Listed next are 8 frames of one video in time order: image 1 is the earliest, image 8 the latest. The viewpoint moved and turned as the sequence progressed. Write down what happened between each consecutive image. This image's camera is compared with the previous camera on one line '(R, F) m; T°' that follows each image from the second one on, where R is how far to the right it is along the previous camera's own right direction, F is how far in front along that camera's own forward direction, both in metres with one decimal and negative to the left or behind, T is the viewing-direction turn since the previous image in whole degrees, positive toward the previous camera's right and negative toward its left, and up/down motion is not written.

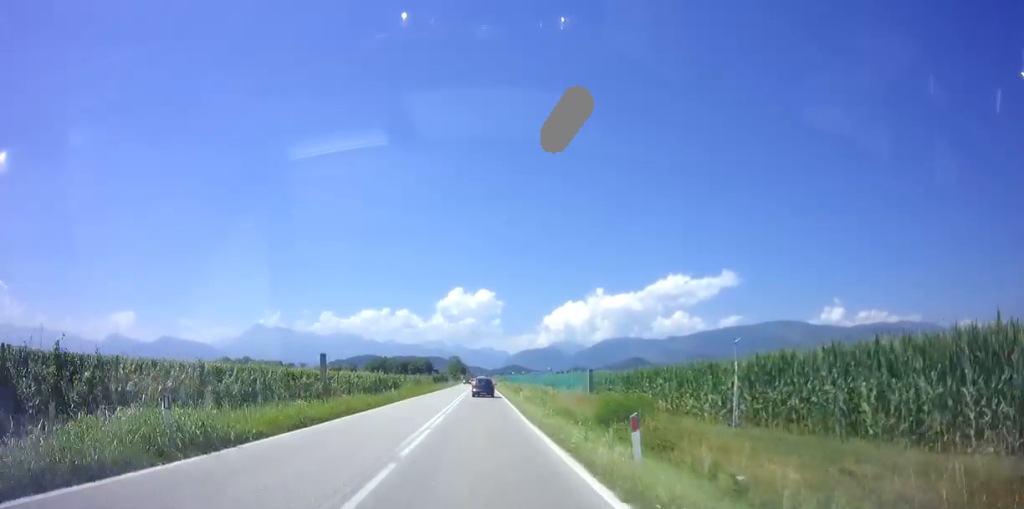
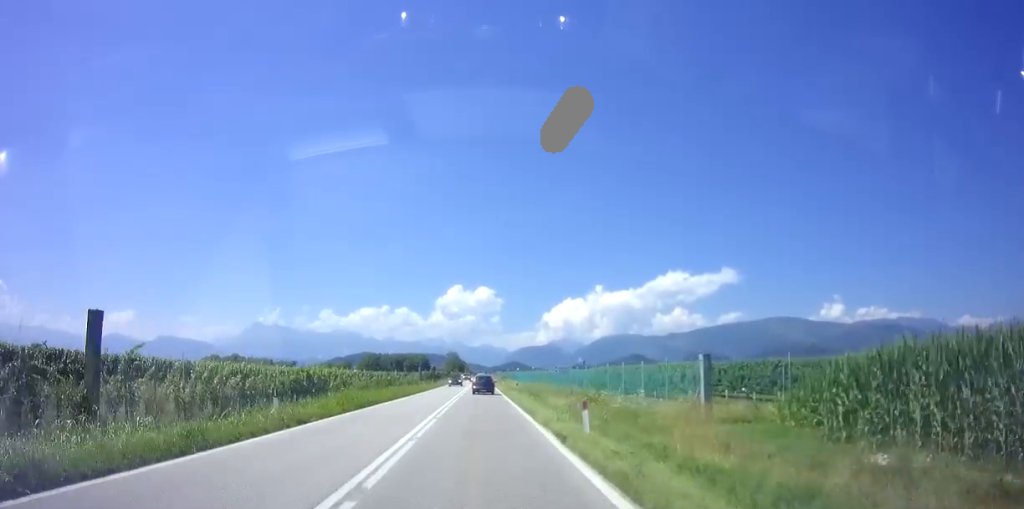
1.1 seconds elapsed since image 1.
(-0.1, +20.2) m; -1°
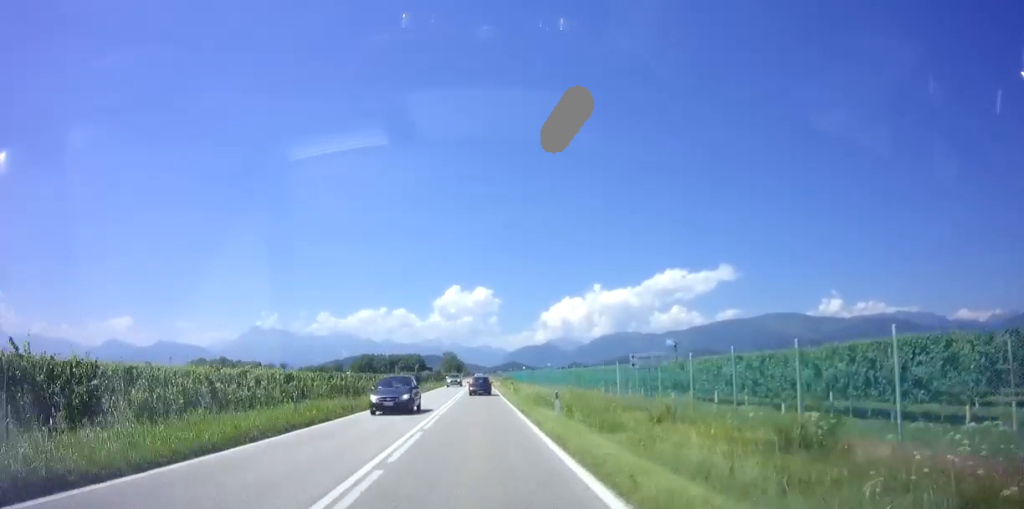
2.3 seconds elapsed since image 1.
(-0.1, +20.1) m; 0°
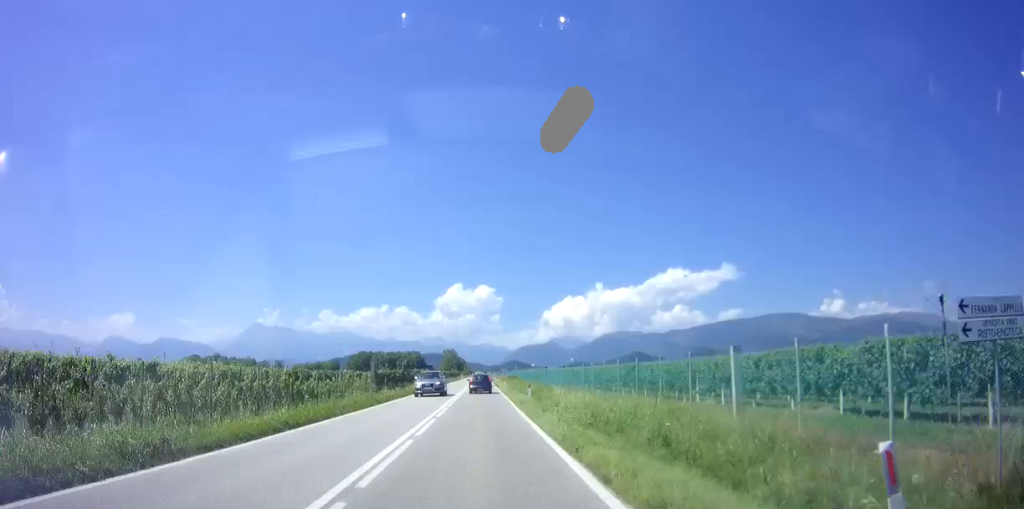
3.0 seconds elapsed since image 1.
(+0.1, +13.5) m; 0°
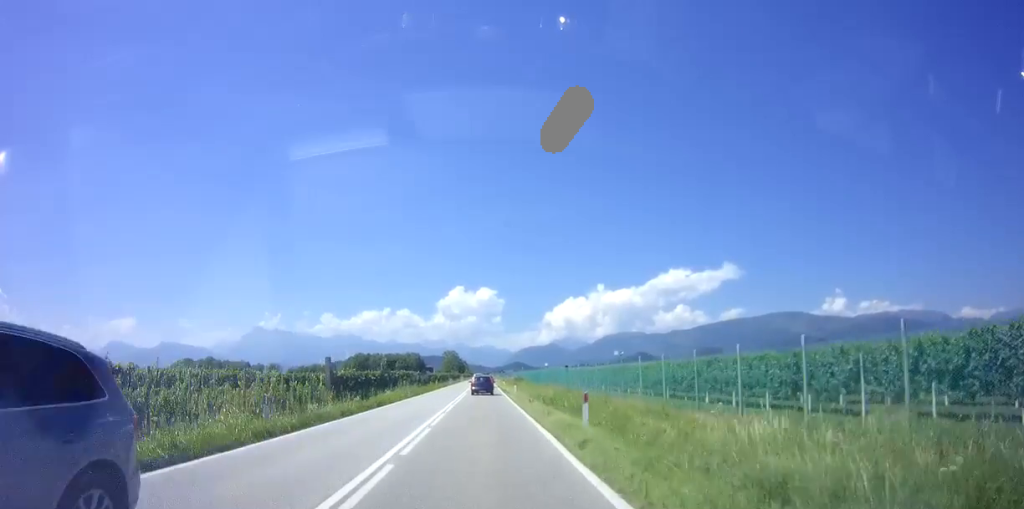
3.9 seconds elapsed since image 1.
(+0.2, +14.6) m; 0°
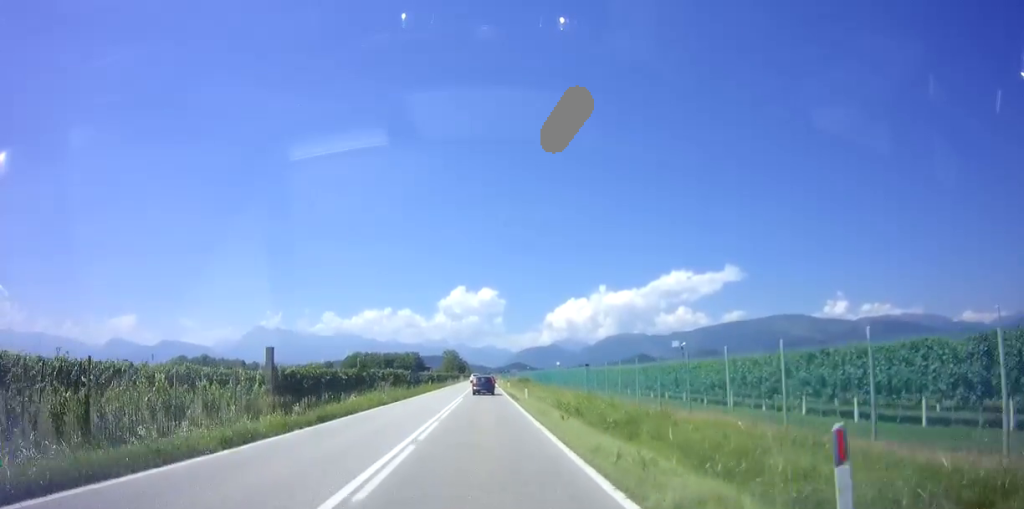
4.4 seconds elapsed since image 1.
(-0.1, +9.3) m; 0°
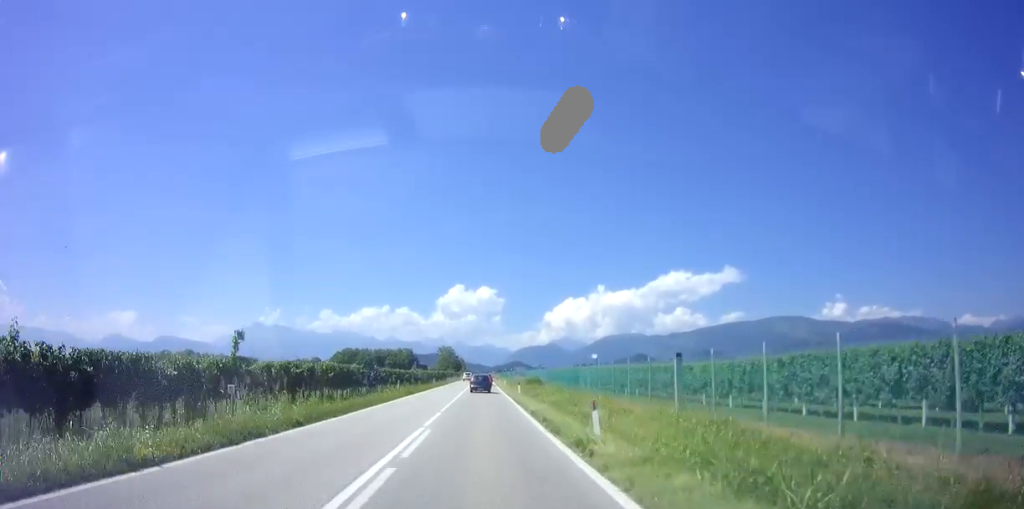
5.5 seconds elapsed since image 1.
(0.0, +19.7) m; 0°
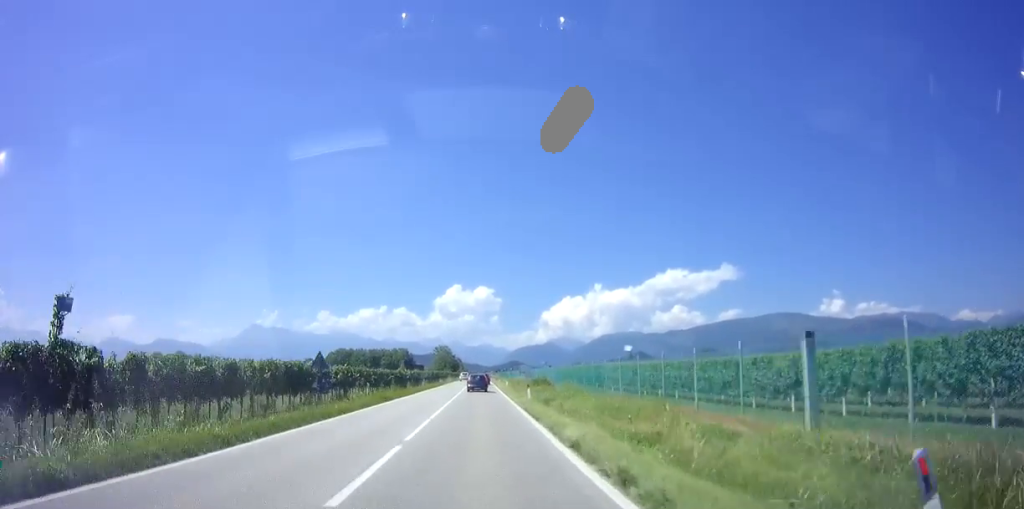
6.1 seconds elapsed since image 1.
(0.0, +9.3) m; 0°
